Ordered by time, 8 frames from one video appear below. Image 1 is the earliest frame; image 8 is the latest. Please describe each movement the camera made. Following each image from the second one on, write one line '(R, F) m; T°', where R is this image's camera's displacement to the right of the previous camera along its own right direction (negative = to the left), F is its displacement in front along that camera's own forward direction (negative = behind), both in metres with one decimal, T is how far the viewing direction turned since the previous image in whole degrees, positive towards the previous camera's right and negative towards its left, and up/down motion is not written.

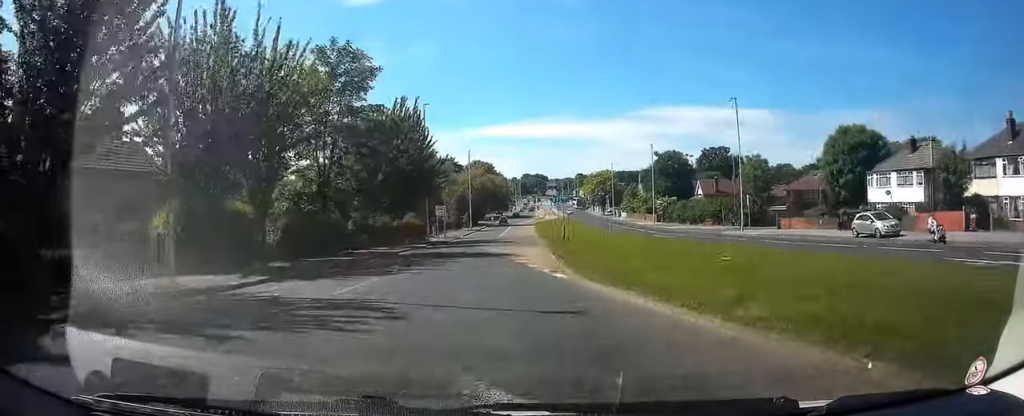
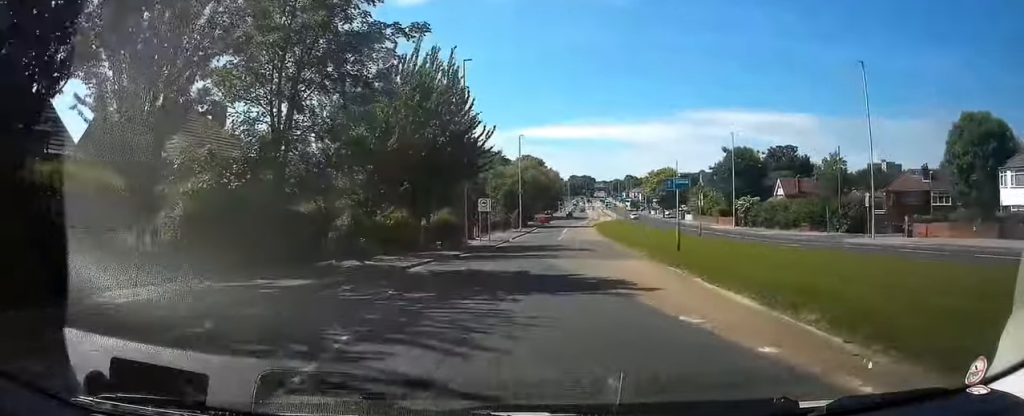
(-0.4, +14.0) m; -2°
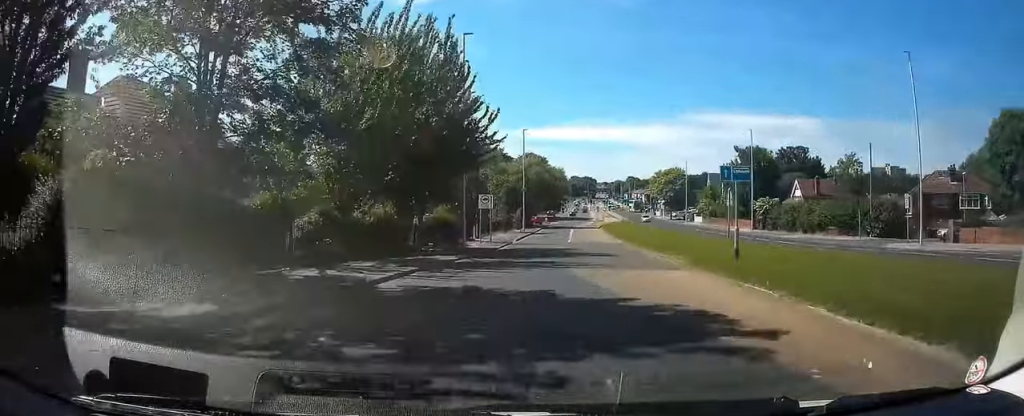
(-0.2, +5.4) m; 0°
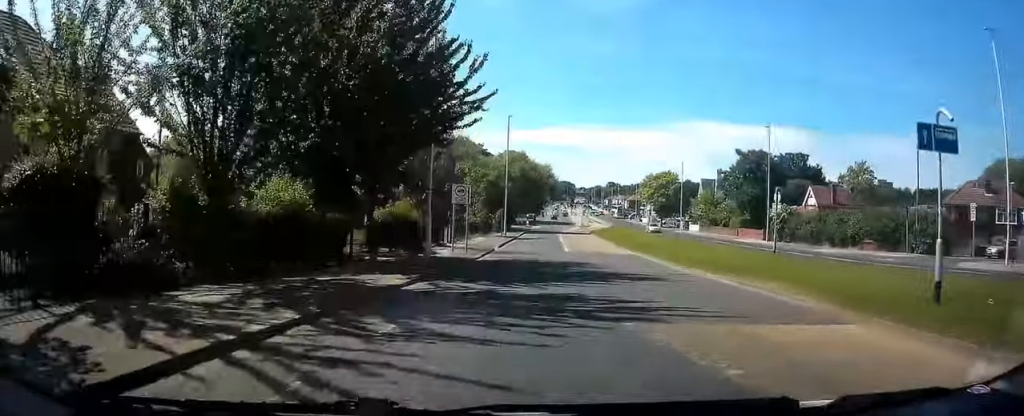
(+0.3, +9.6) m; +1°
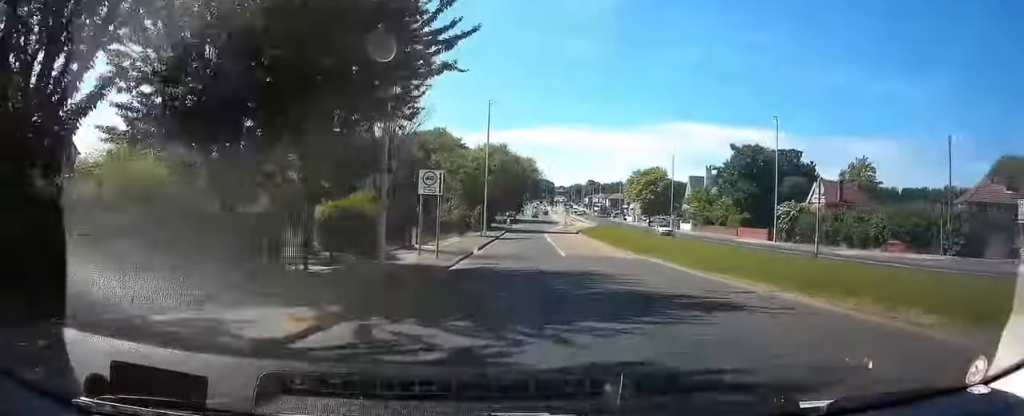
(0.0, +6.2) m; 0°
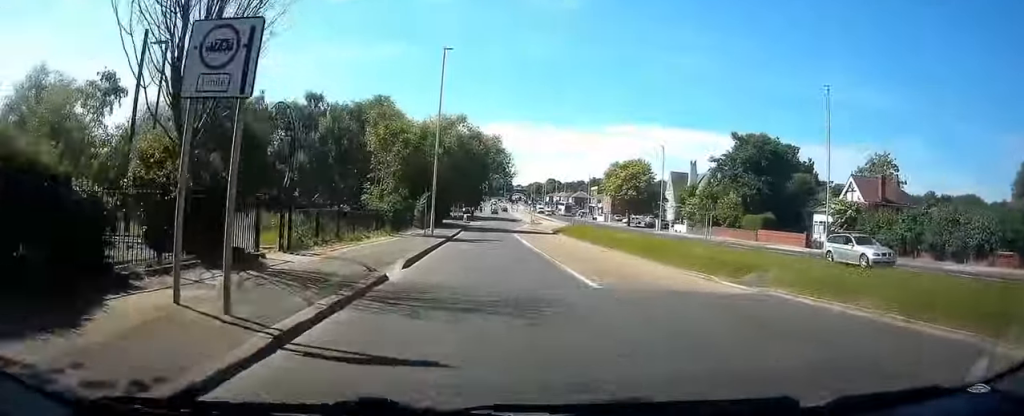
(0.0, +15.8) m; 0°
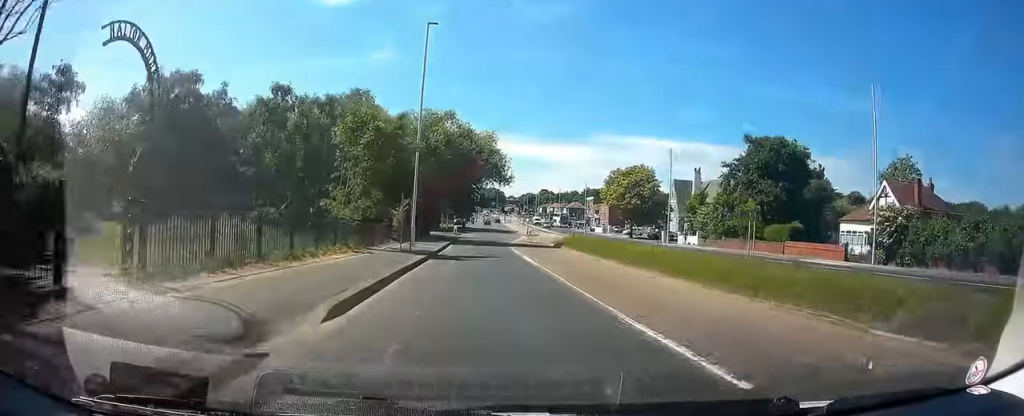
(0.0, +6.8) m; 0°
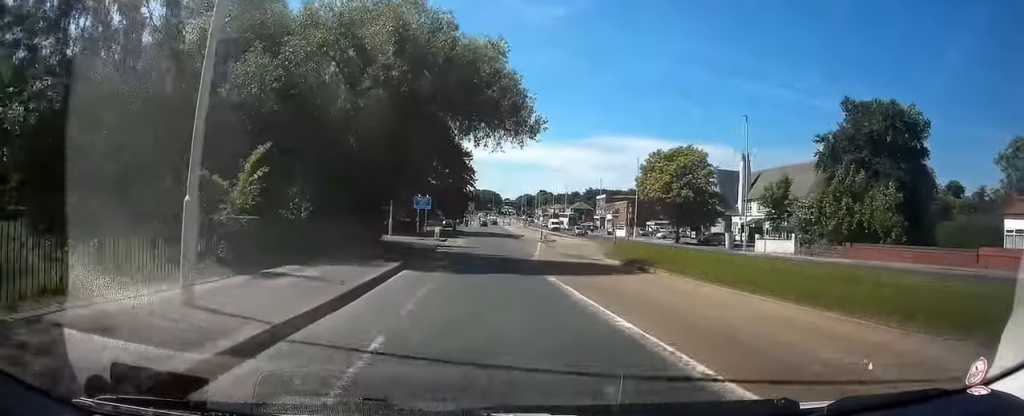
(+0.2, +23.5) m; +2°
